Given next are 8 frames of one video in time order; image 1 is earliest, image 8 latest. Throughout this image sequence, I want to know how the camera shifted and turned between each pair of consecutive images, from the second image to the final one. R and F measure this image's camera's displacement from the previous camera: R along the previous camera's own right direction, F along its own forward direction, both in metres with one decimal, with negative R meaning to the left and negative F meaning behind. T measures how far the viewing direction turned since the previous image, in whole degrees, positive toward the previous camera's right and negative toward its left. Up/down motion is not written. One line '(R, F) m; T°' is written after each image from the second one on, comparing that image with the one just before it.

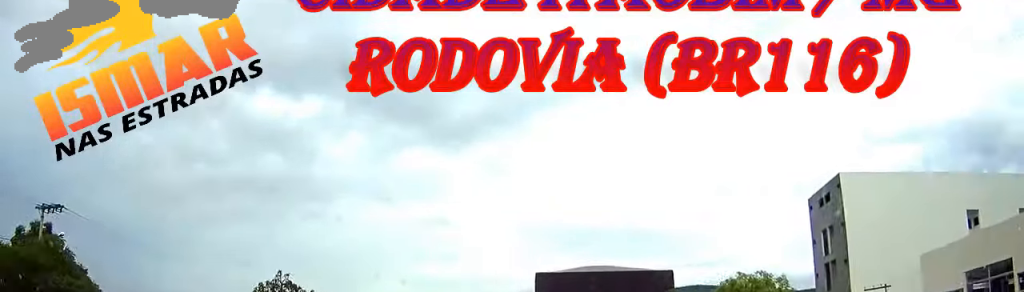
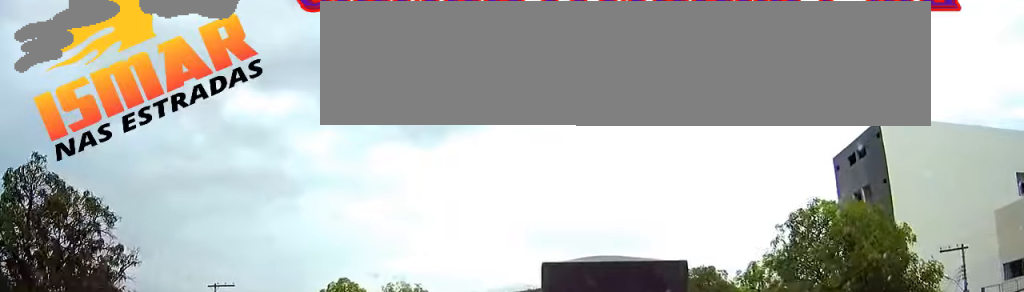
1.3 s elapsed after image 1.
(+0.1, +13.5) m; +2°
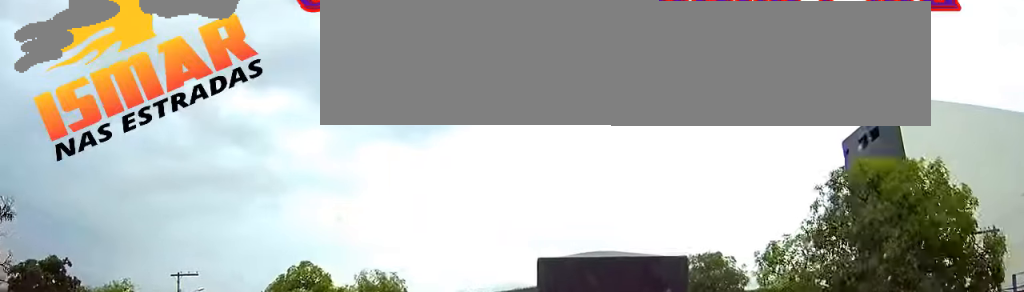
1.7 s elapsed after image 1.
(0.0, +4.2) m; +1°
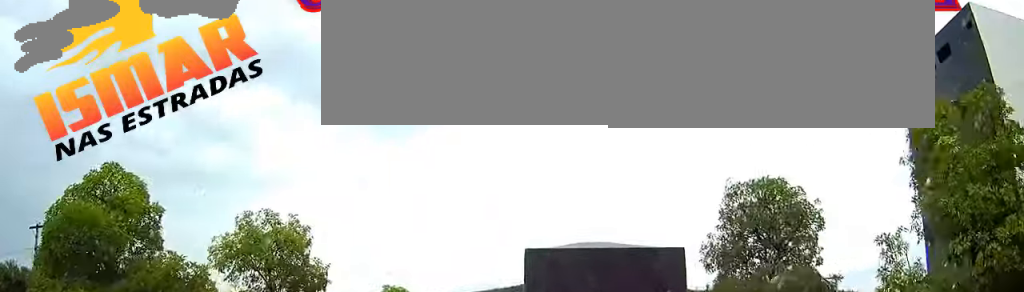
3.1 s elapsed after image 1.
(+0.3, +14.4) m; +2°
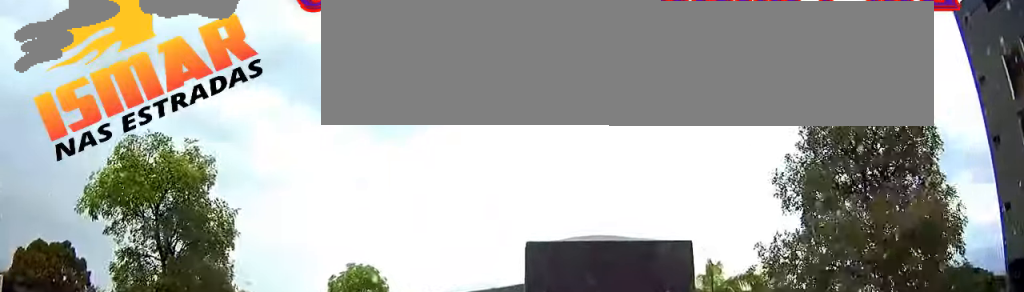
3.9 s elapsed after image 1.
(+0.1, +9.1) m; +1°
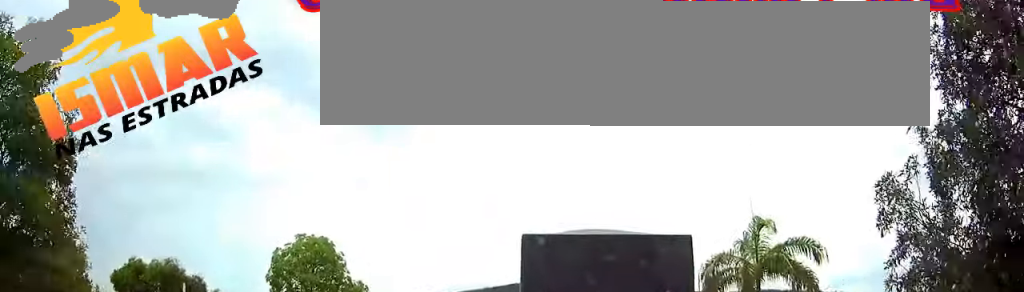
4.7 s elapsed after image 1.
(0.0, +8.3) m; 0°
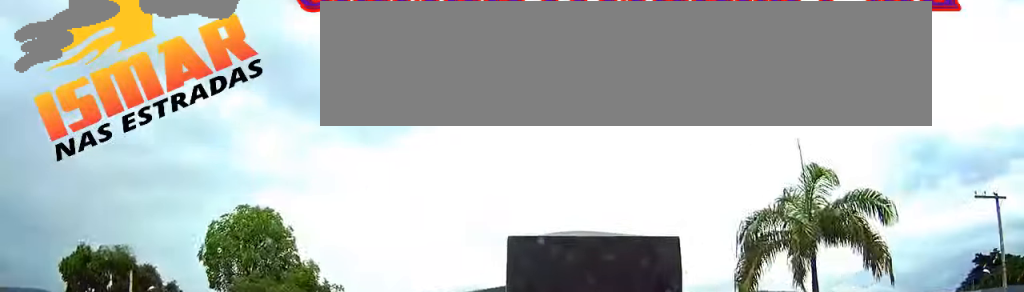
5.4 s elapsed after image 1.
(0.0, +6.5) m; +1°
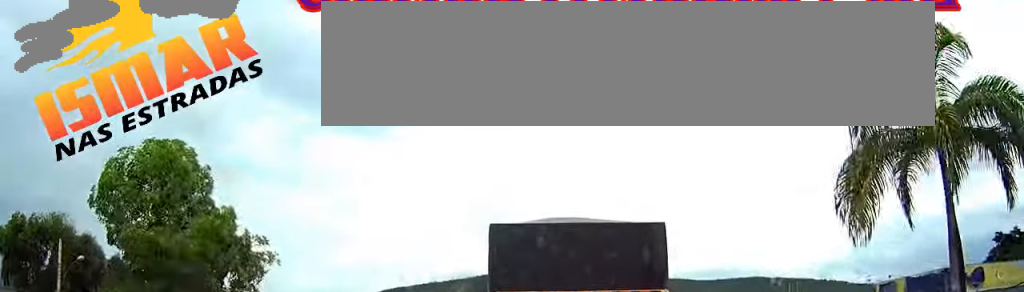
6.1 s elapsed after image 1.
(+0.1, +7.7) m; +1°
